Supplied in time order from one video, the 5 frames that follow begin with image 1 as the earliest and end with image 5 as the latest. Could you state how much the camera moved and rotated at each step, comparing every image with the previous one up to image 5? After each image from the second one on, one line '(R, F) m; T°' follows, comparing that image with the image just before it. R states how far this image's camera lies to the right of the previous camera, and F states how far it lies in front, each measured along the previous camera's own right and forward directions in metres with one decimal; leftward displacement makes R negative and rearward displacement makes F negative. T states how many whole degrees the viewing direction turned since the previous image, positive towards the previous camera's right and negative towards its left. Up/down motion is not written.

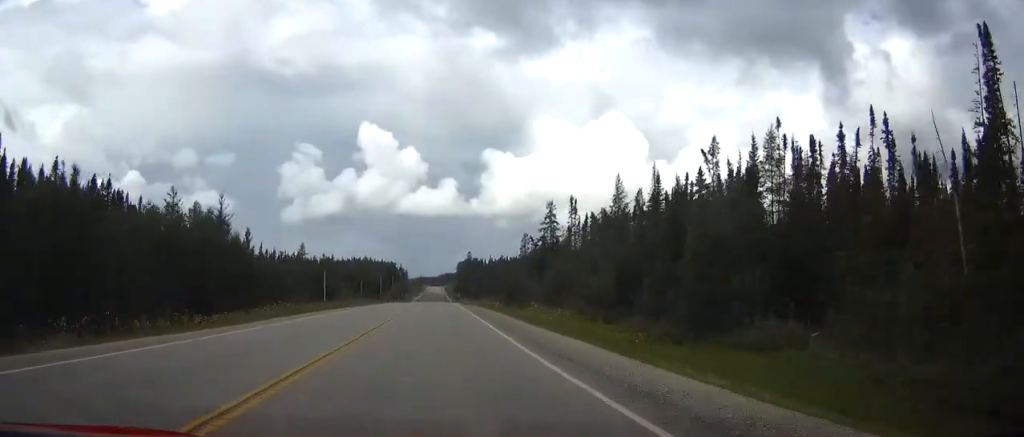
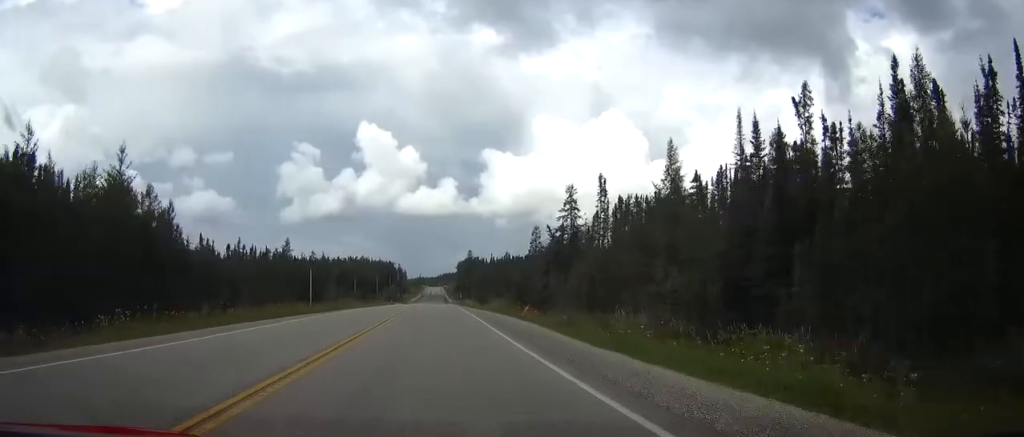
(0.0, +19.1) m; 0°
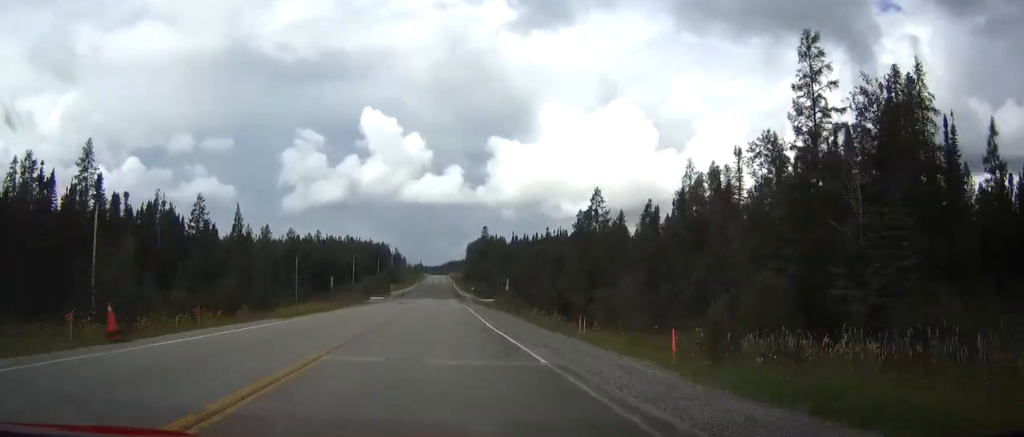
(+0.5, +107.0) m; 0°
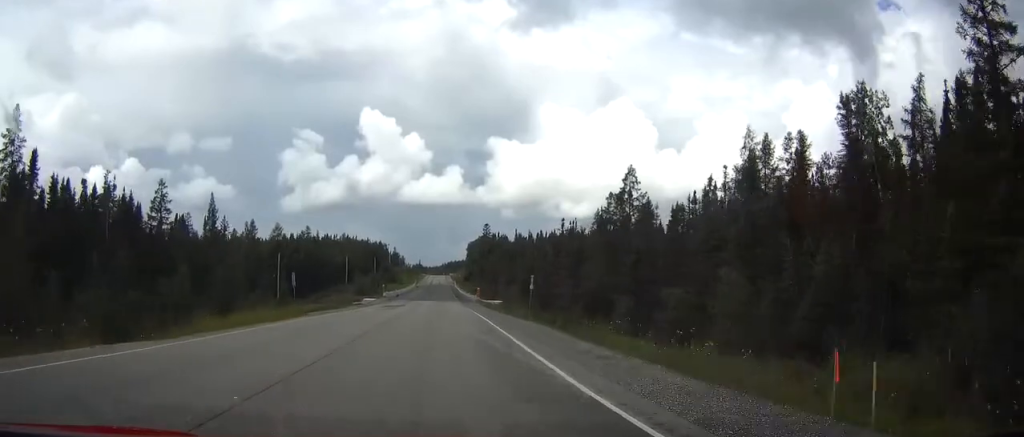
(0.0, +15.9) m; 0°
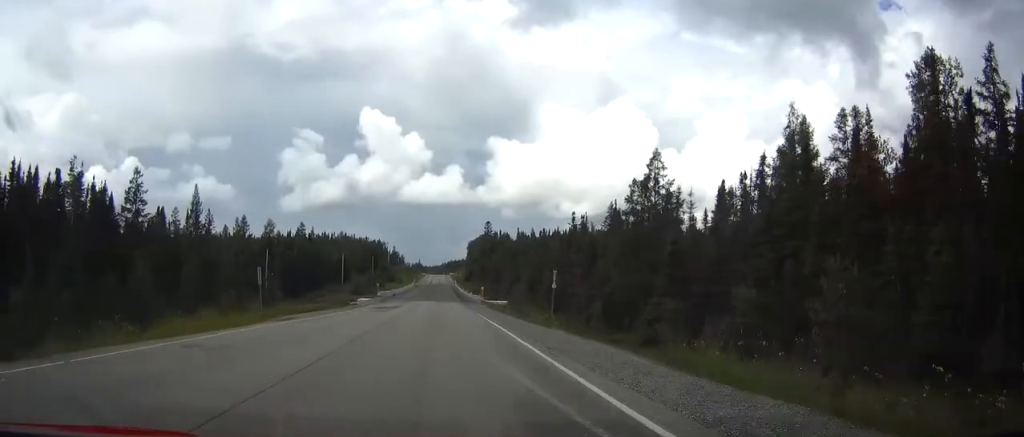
(0.0, +8.6) m; 0°
